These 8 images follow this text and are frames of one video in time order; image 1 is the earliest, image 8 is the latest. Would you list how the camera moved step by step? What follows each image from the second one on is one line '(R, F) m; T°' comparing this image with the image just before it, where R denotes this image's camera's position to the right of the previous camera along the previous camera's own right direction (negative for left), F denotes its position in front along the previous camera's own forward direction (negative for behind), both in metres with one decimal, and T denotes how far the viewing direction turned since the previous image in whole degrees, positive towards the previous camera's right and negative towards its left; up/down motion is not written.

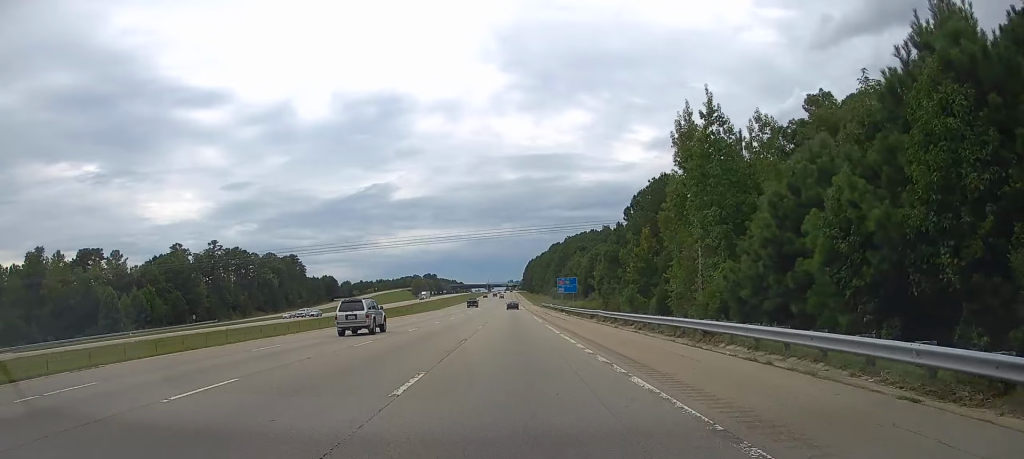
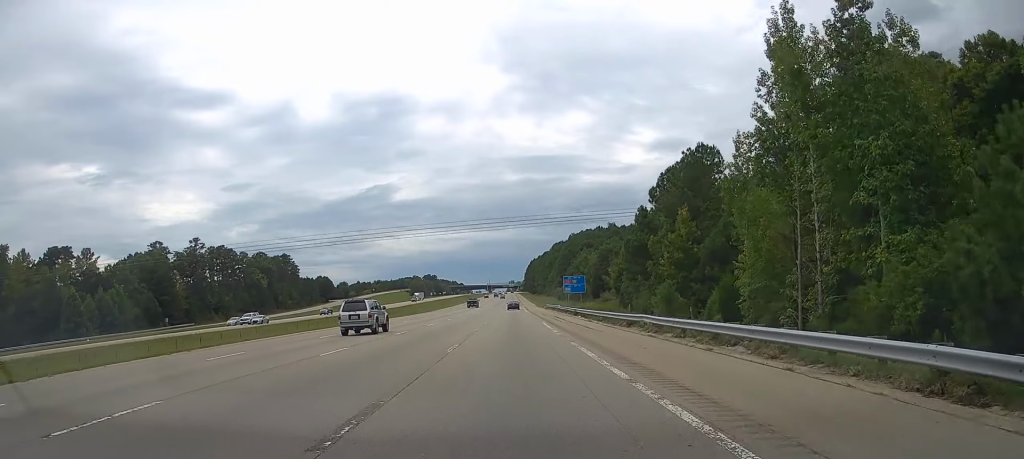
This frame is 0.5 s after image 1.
(0.0, +15.7) m; 0°
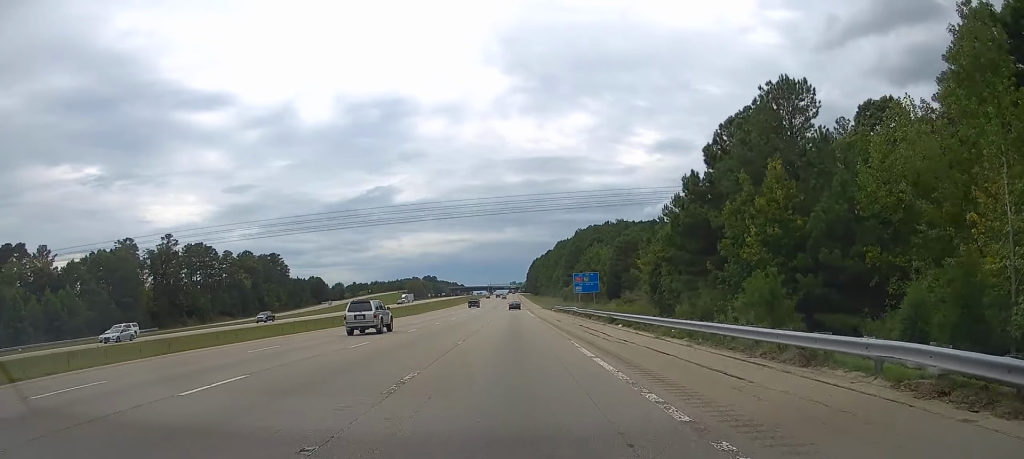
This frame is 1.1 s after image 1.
(0.0, +20.8) m; 0°
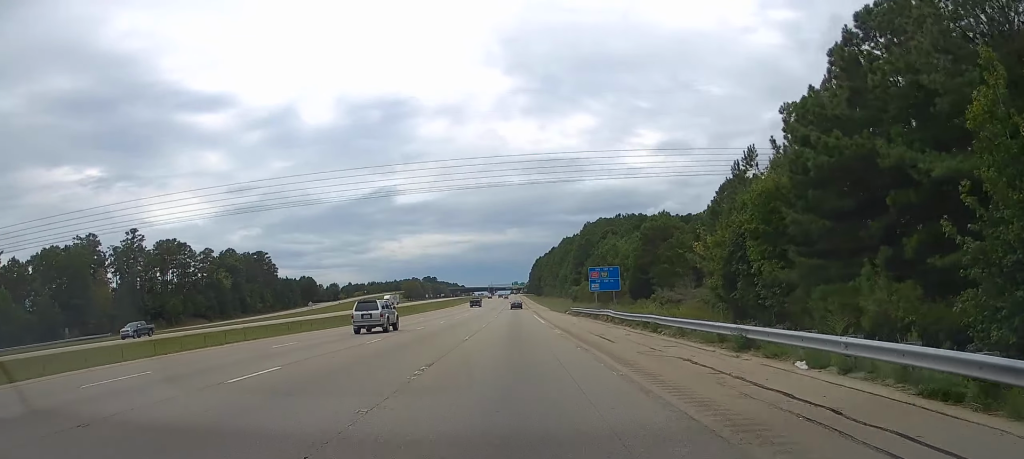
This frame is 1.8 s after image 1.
(0.0, +22.4) m; 0°
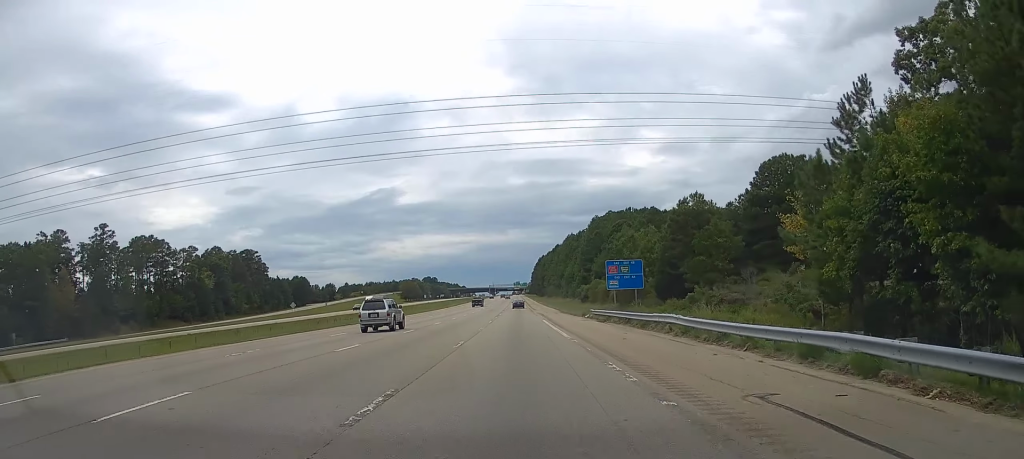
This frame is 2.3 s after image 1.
(-0.1, +16.9) m; 0°
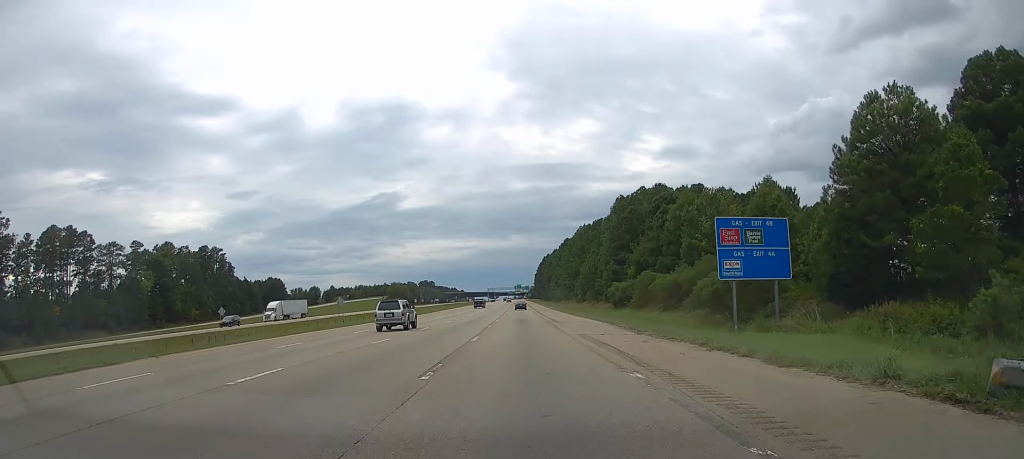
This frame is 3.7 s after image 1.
(0.0, +44.5) m; 0°
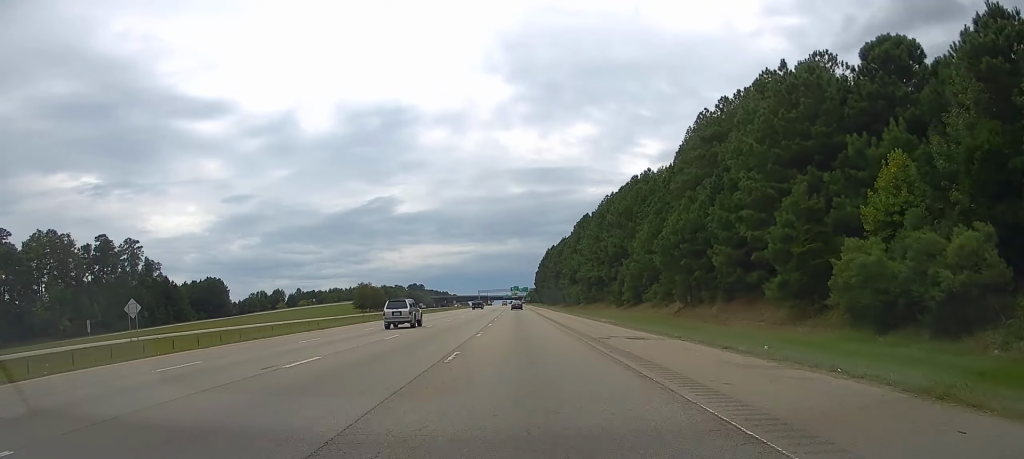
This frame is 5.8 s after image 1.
(+0.2, +70.0) m; 0°
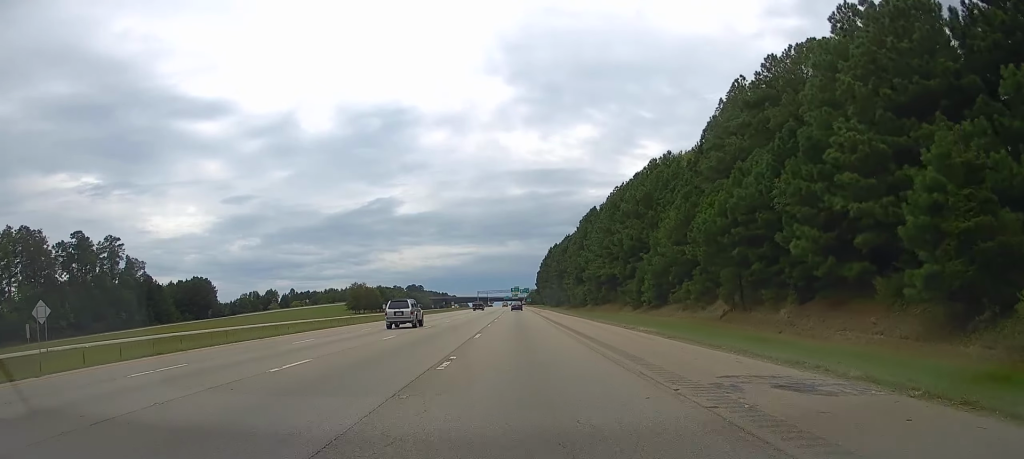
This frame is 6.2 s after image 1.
(+0.1, +13.1) m; 0°
